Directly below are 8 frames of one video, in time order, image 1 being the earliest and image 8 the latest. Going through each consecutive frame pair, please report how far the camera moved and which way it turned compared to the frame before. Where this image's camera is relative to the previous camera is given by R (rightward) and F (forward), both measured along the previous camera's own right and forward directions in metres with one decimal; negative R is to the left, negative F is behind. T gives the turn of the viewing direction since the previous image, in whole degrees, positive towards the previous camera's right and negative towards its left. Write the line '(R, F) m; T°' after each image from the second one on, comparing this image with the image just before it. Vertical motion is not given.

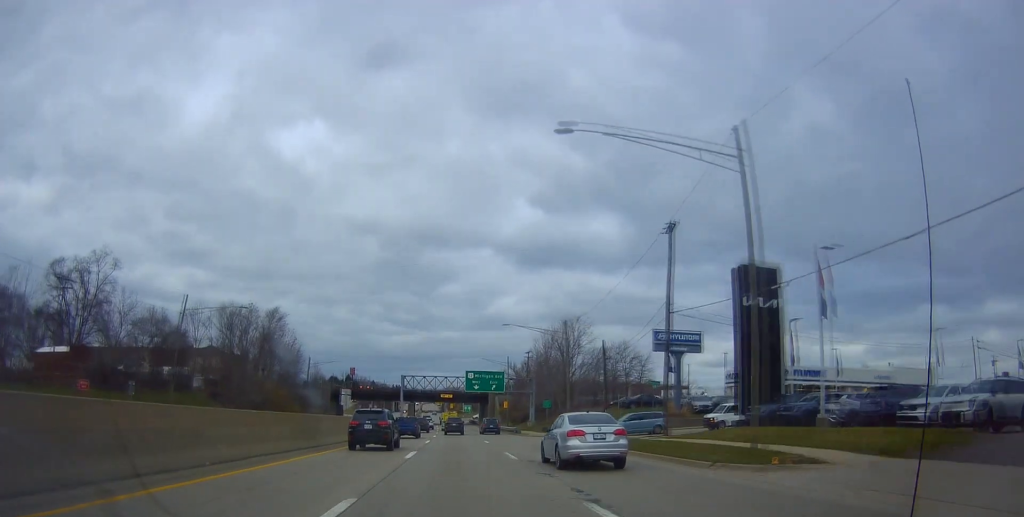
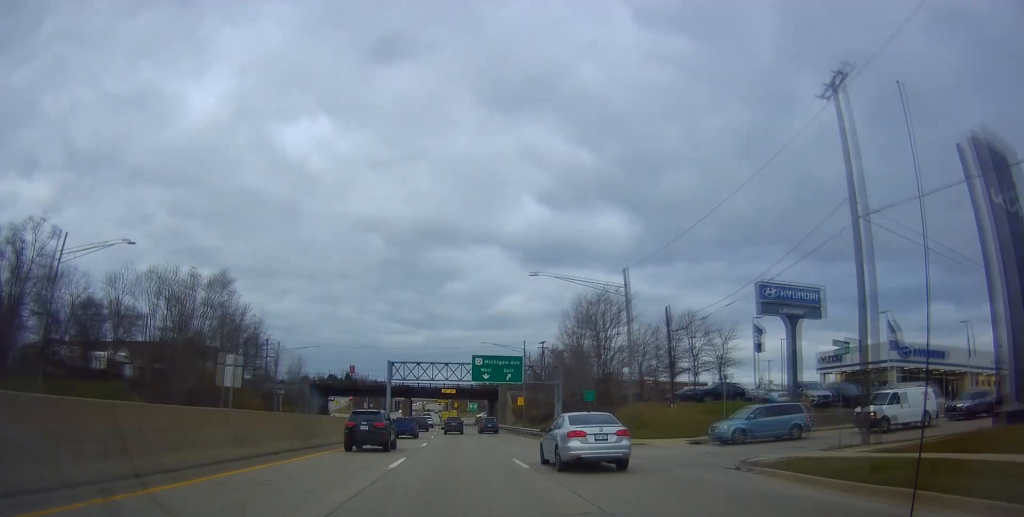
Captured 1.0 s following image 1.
(+0.2, +20.0) m; 0°
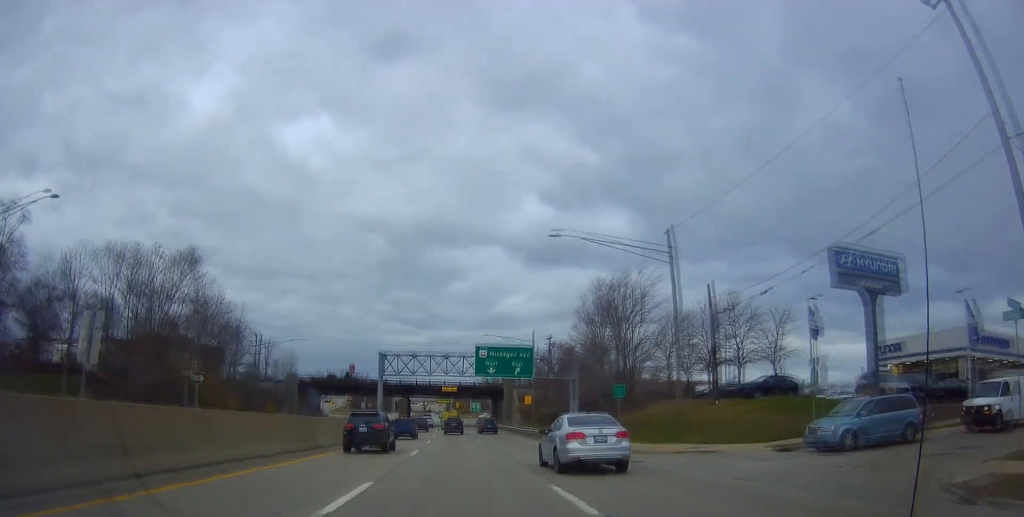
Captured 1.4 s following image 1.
(+0.1, +8.2) m; 0°
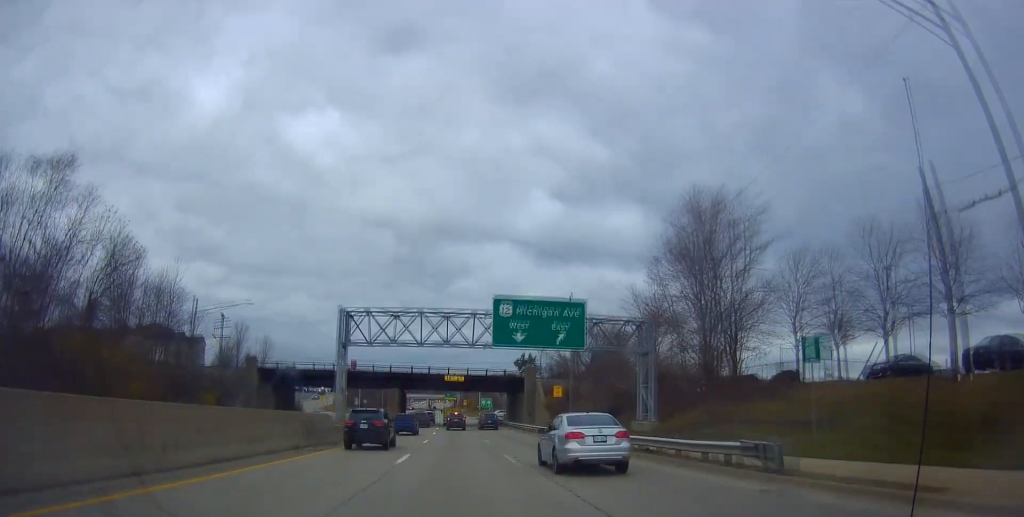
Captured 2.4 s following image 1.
(-0.3, +21.2) m; 0°
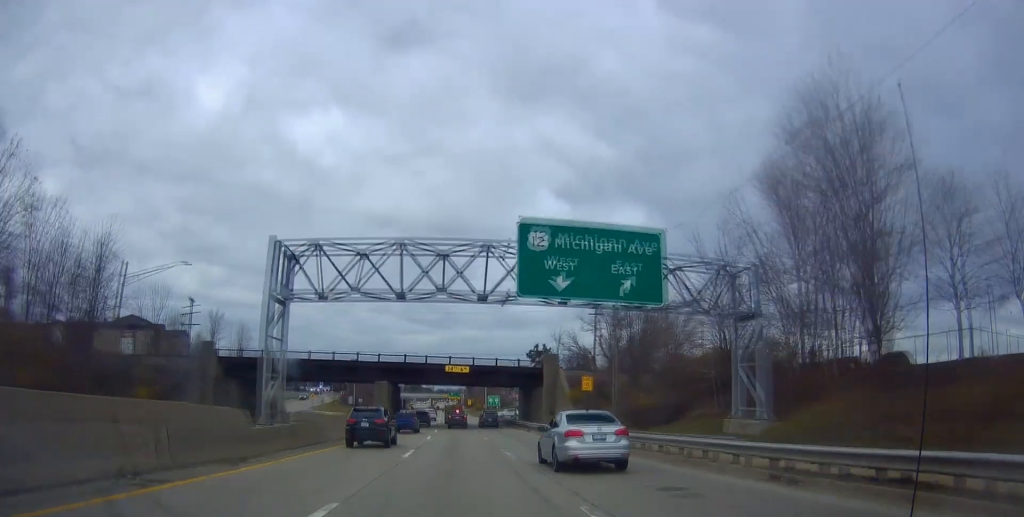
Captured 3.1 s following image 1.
(+0.3, +13.7) m; 0°
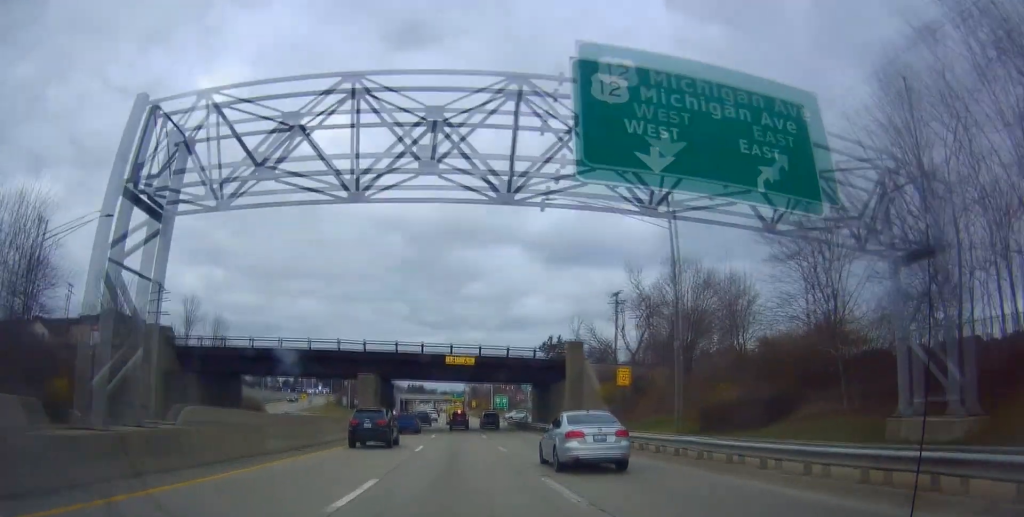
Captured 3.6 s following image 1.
(0.0, +10.9) m; 0°
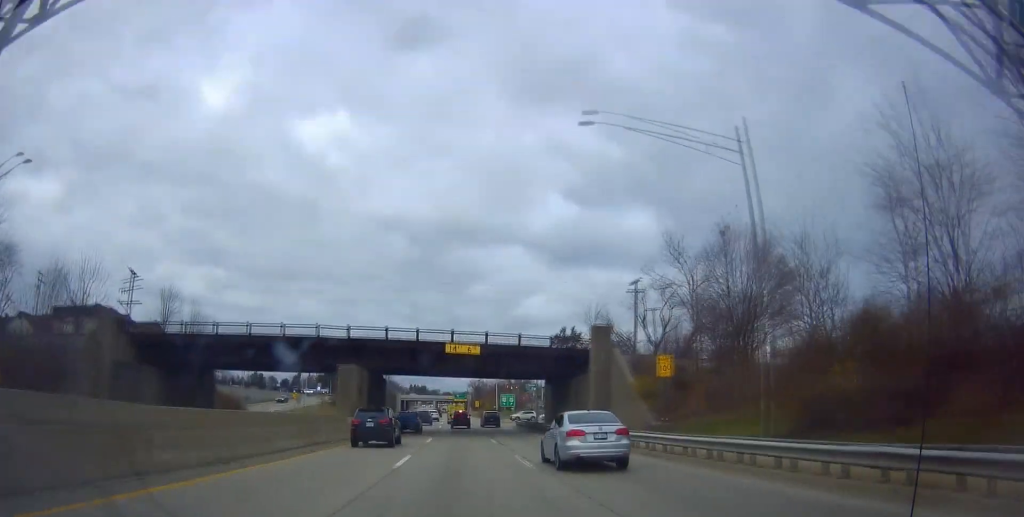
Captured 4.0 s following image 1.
(-0.1, +8.1) m; -1°
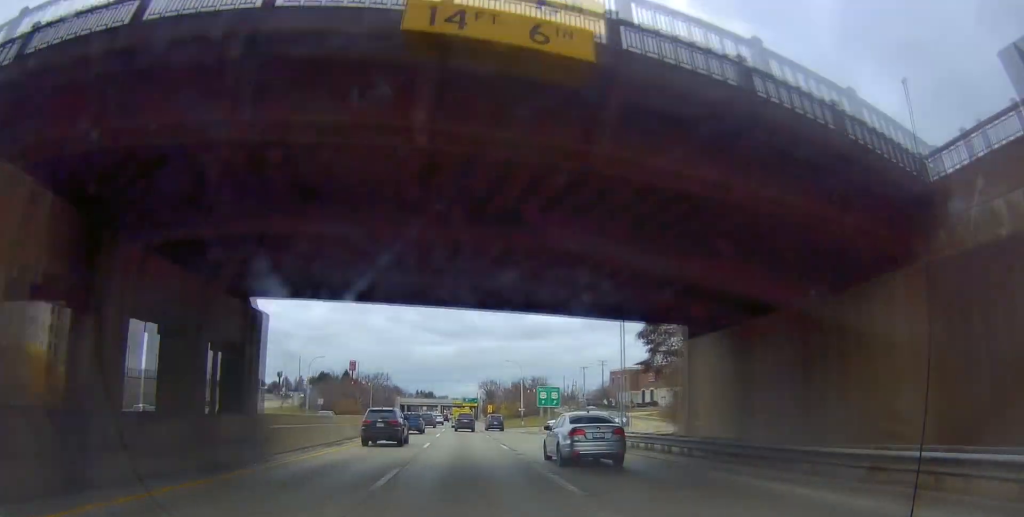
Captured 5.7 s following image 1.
(-0.6, +34.5) m; -2°
